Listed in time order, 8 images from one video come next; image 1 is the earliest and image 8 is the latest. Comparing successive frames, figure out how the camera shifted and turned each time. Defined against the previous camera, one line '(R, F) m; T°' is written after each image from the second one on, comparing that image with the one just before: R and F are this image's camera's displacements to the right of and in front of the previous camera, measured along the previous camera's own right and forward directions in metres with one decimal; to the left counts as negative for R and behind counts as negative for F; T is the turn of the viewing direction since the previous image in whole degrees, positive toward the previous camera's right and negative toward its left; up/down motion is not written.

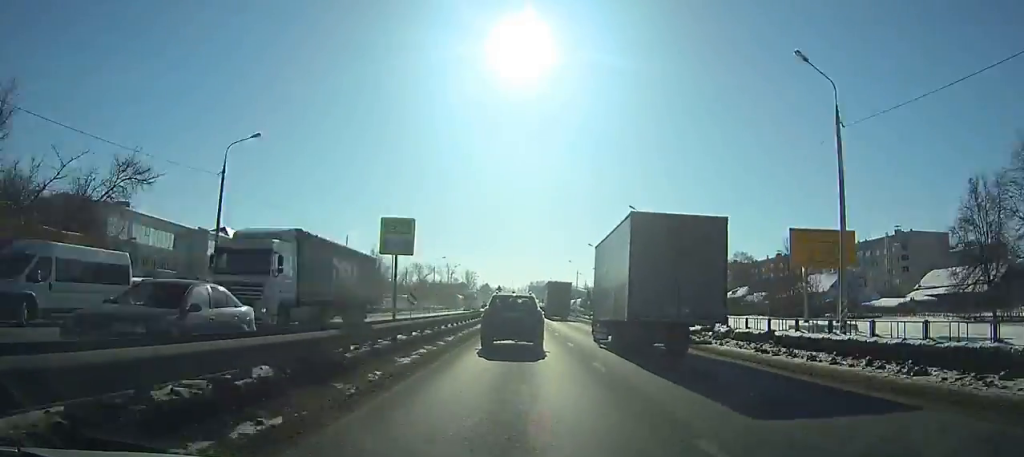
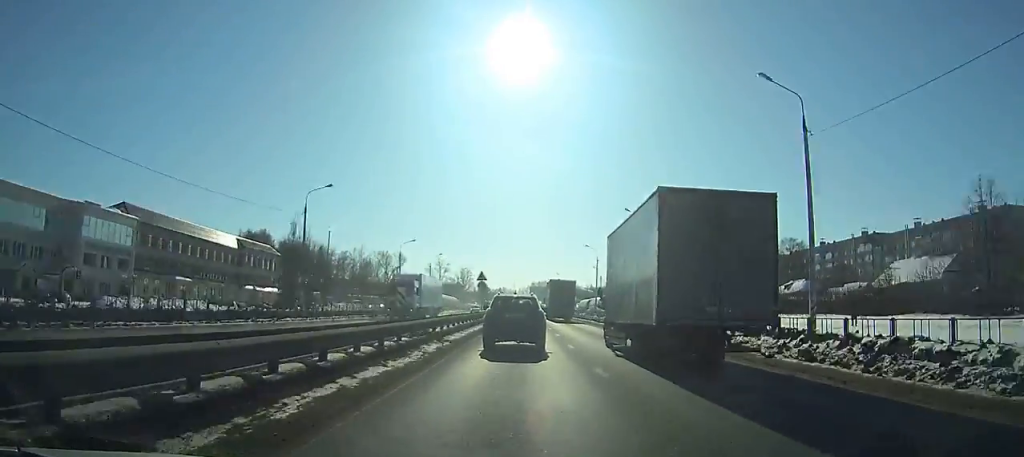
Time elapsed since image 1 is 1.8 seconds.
(+0.1, +34.0) m; 0°
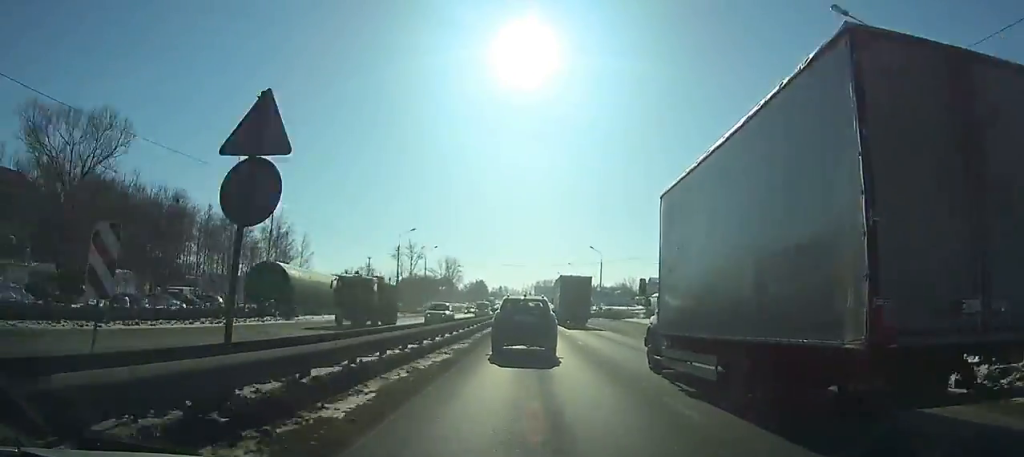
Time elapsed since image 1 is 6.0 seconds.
(-0.1, +78.4) m; 0°
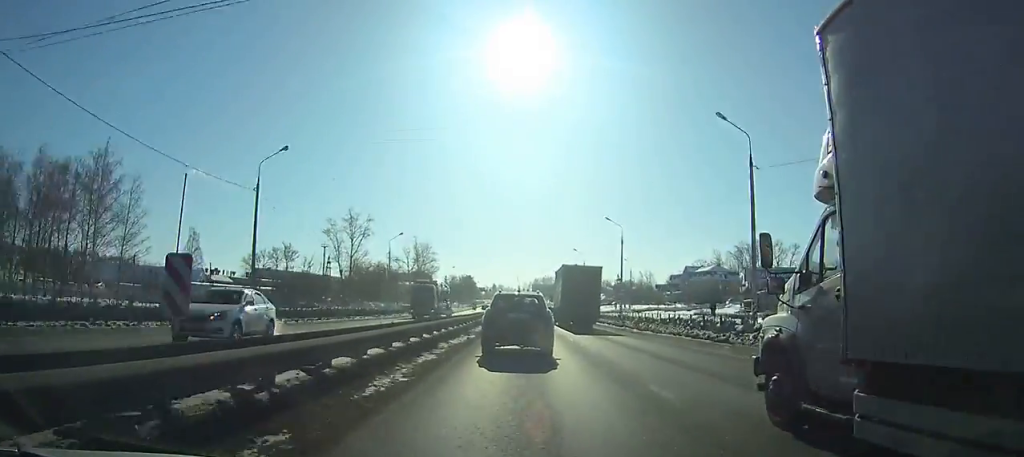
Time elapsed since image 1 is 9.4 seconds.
(-0.1, +63.2) m; 0°
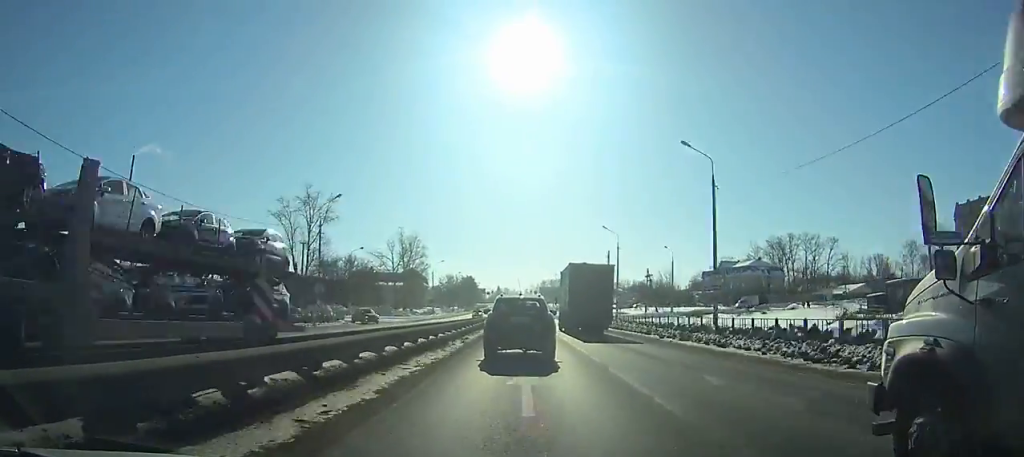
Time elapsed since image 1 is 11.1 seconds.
(0.0, +31.3) m; 0°
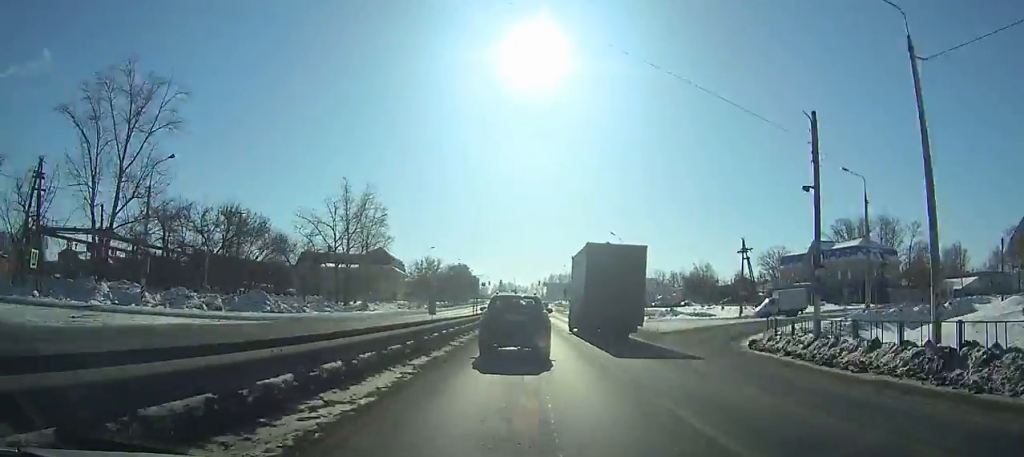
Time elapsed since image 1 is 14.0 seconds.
(-0.3, +52.2) m; 0°
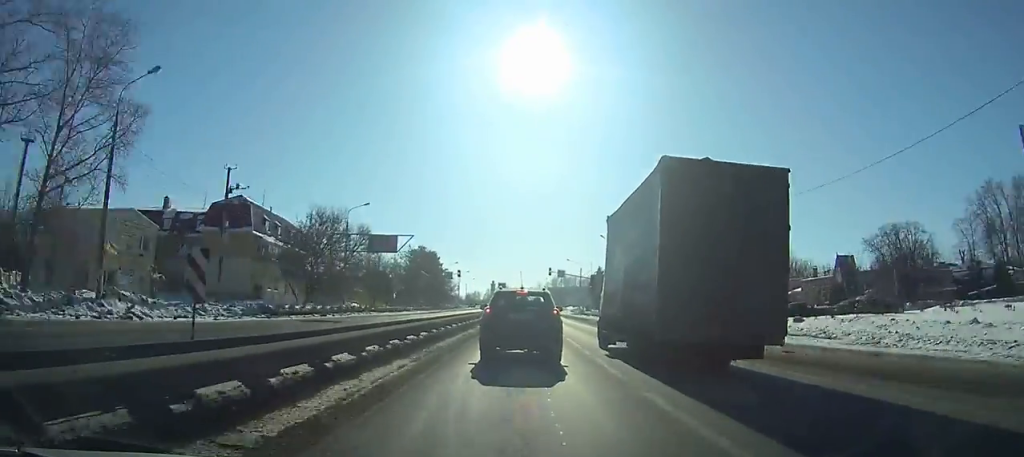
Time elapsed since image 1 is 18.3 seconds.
(+0.1, +69.6) m; +1°
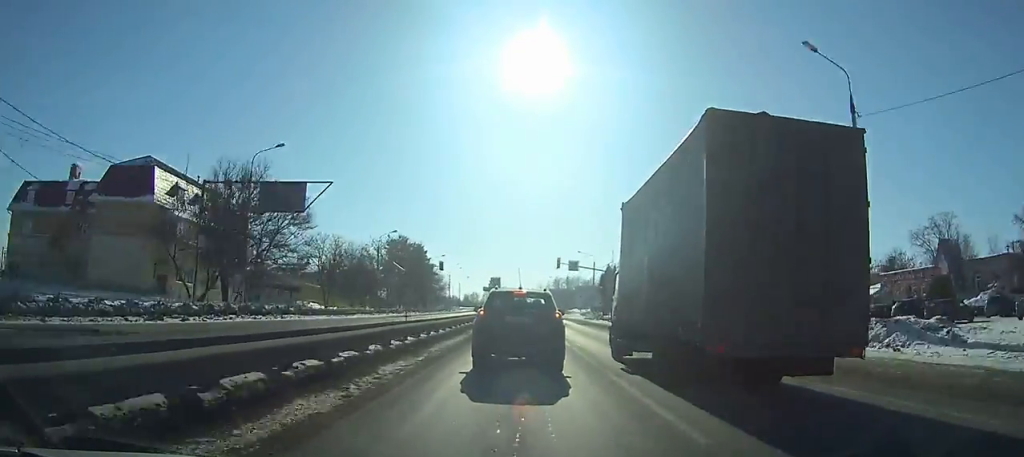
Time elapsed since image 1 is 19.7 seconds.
(+0.1, +19.1) m; 0°
